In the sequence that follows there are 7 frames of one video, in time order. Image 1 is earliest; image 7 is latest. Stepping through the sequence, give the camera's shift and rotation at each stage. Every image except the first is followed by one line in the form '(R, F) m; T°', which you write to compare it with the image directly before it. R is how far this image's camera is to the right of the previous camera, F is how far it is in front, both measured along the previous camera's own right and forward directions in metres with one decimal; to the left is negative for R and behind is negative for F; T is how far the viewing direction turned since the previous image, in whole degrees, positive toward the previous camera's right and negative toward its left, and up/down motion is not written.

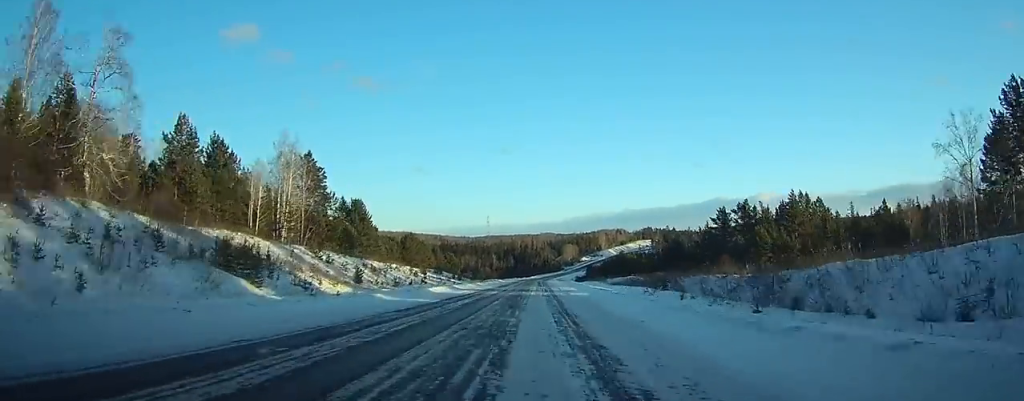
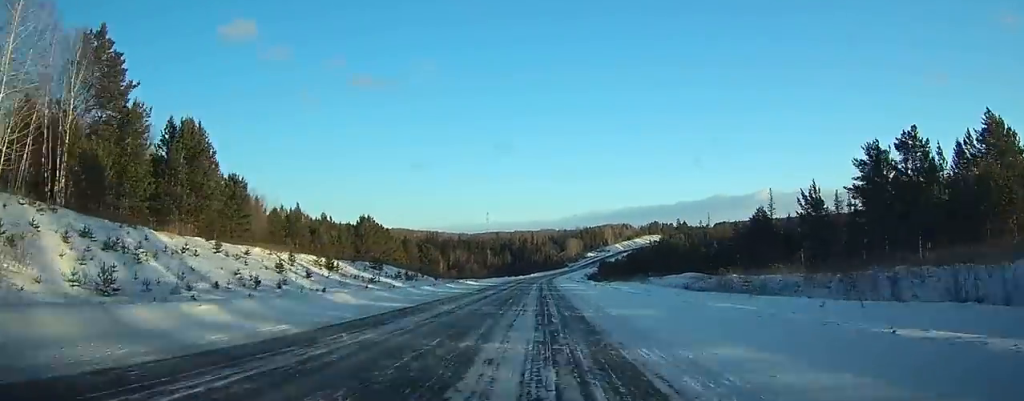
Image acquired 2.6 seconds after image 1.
(+0.2, +54.9) m; 0°
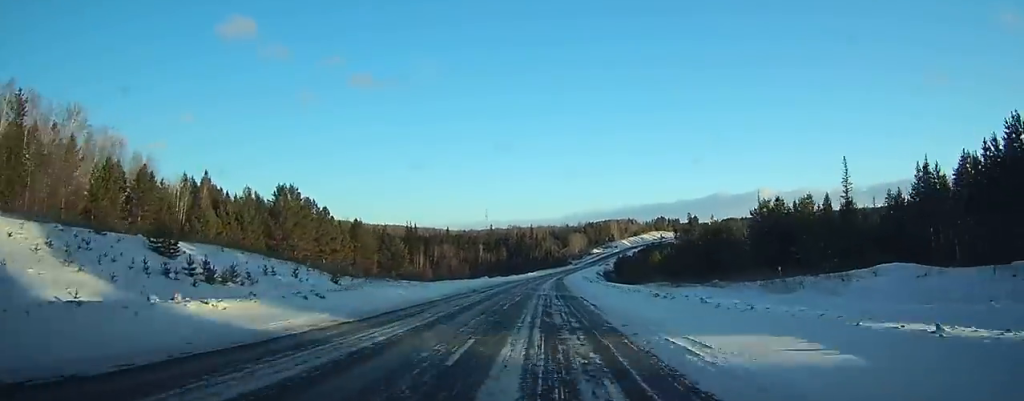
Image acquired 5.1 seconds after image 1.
(-0.5, +52.4) m; 0°
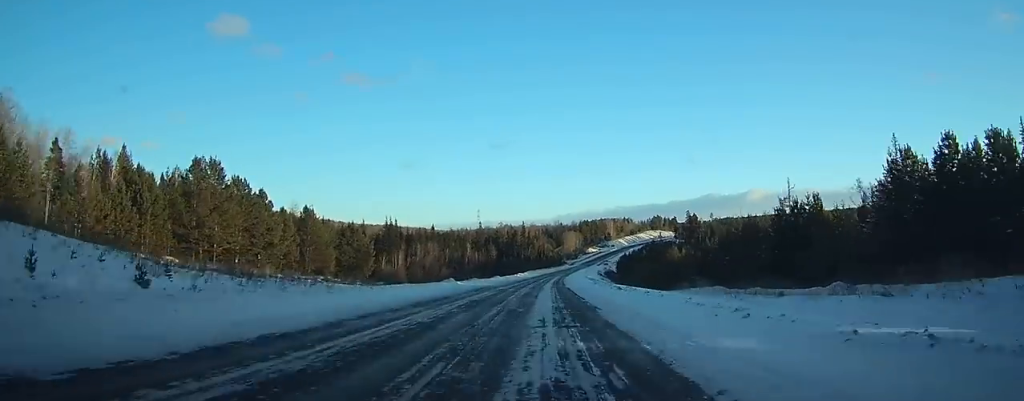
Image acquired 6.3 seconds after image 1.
(+0.2, +27.1) m; +1°
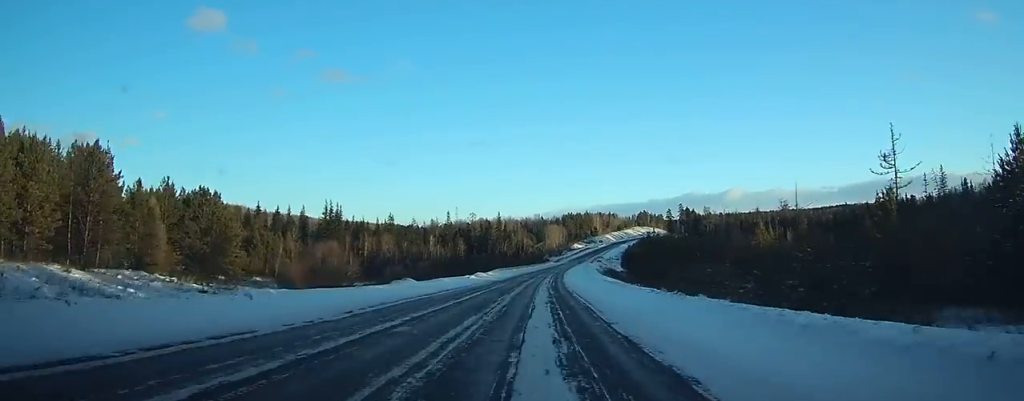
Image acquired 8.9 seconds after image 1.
(+0.9, +54.9) m; +2°
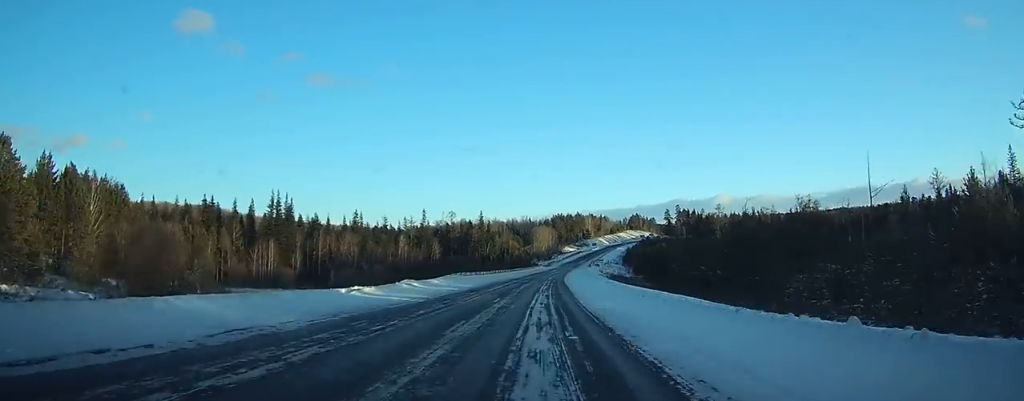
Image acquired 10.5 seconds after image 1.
(+0.5, +35.3) m; +1°
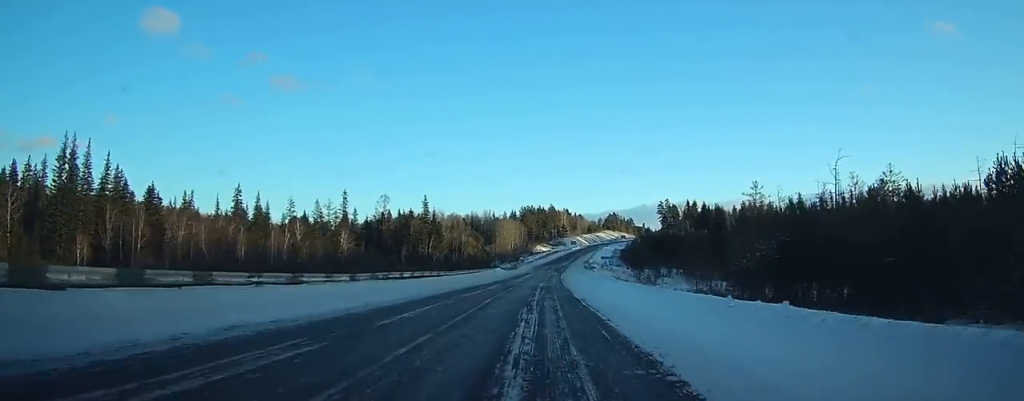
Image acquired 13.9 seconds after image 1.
(+0.7, +76.4) m; +1°
